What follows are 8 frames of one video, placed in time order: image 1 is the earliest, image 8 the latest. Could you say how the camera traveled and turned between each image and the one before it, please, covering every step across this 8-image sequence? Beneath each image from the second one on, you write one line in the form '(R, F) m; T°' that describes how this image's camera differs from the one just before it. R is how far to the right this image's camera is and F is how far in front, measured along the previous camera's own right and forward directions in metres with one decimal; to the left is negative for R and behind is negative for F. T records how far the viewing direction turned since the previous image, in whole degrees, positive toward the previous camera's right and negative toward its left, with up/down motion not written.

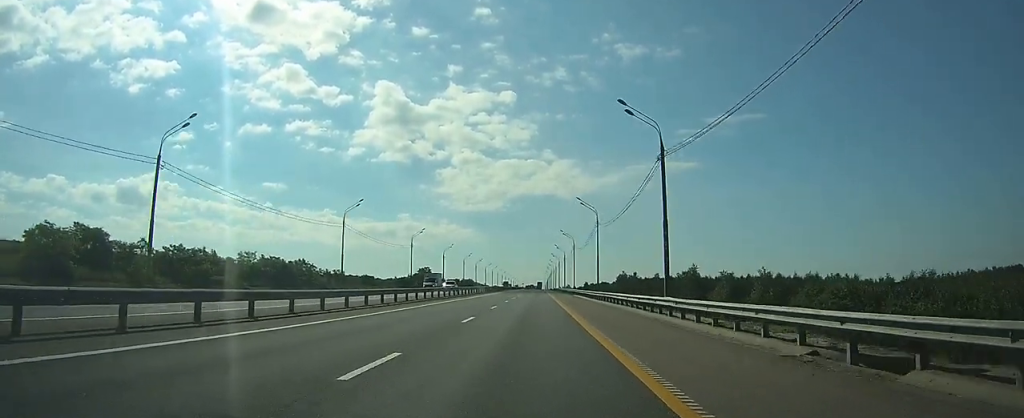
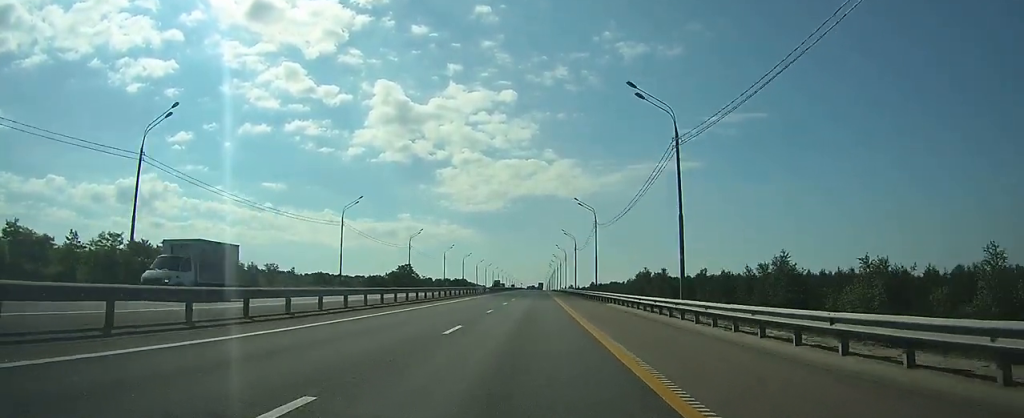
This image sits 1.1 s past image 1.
(+0.1, +39.7) m; 0°
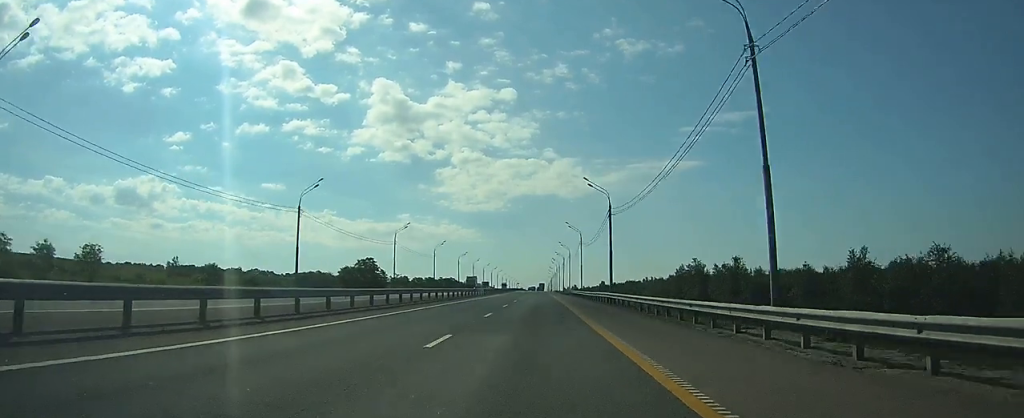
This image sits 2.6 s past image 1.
(-0.1, +50.9) m; 0°
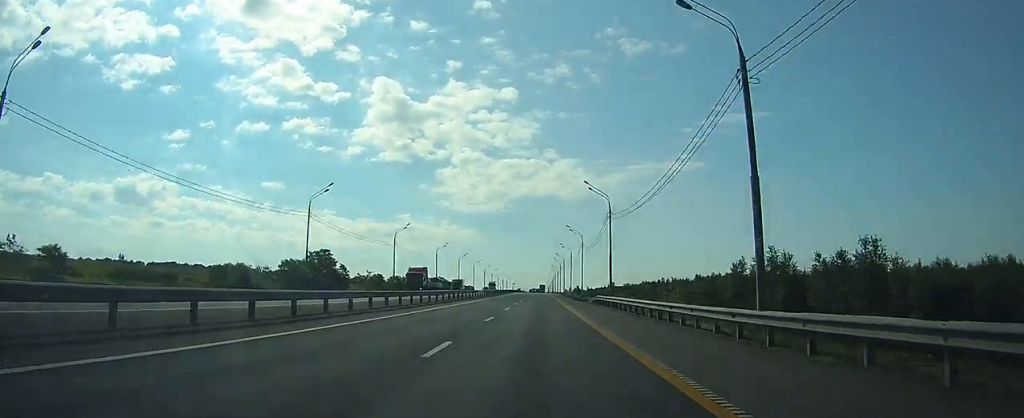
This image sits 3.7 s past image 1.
(0.0, +36.6) m; 0°
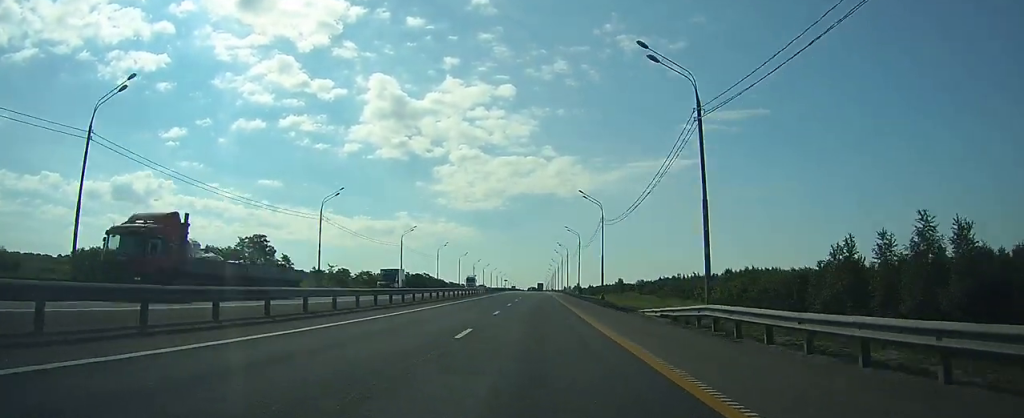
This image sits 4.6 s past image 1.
(0.0, +31.9) m; 0°
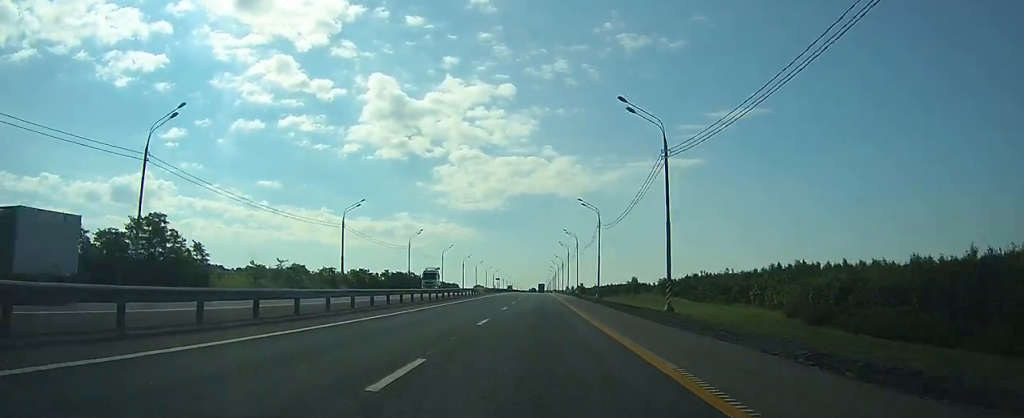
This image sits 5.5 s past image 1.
(+0.1, +30.5) m; 0°
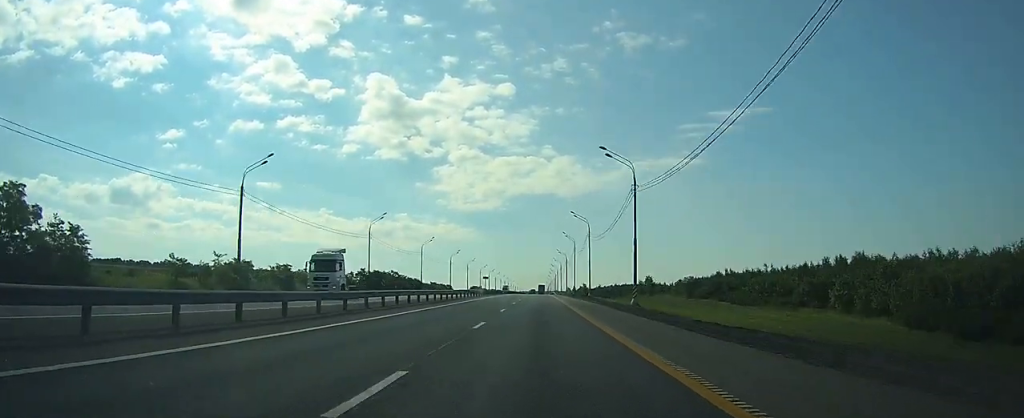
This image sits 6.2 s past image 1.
(0.0, +24.8) m; 0°
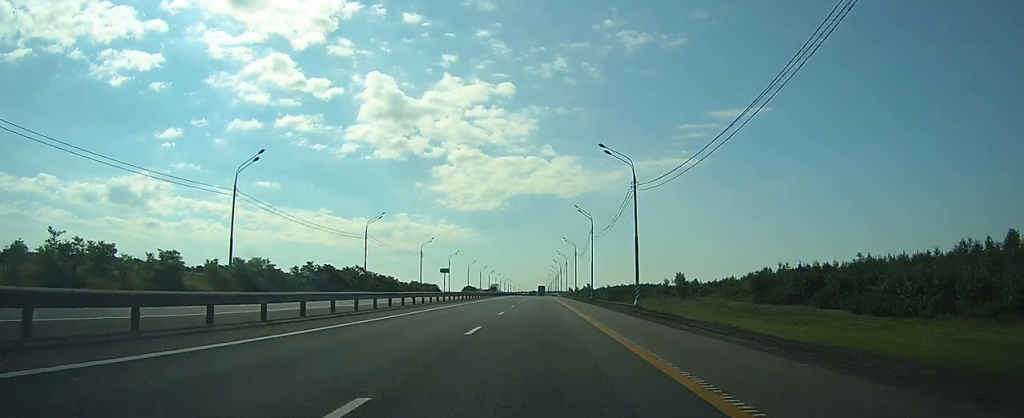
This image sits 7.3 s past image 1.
(+0.1, +37.0) m; 0°
